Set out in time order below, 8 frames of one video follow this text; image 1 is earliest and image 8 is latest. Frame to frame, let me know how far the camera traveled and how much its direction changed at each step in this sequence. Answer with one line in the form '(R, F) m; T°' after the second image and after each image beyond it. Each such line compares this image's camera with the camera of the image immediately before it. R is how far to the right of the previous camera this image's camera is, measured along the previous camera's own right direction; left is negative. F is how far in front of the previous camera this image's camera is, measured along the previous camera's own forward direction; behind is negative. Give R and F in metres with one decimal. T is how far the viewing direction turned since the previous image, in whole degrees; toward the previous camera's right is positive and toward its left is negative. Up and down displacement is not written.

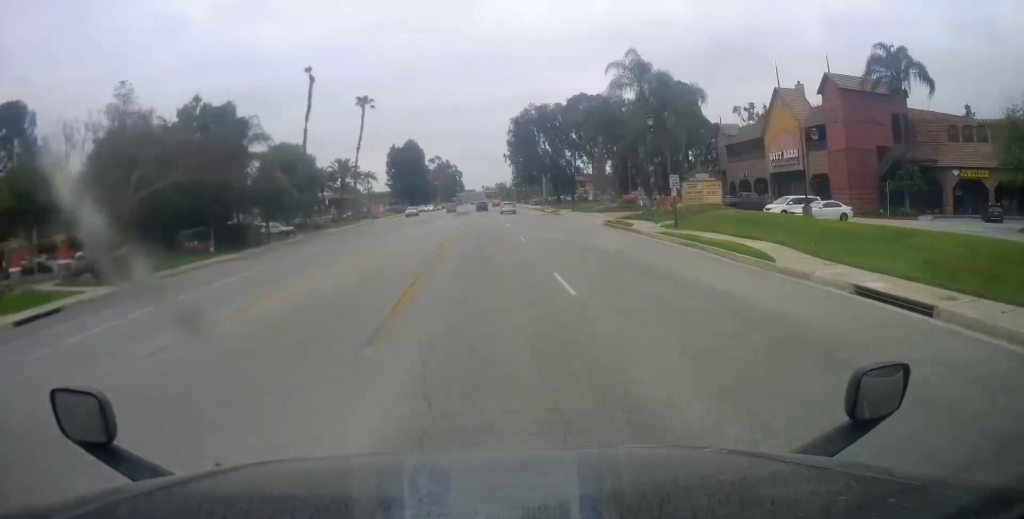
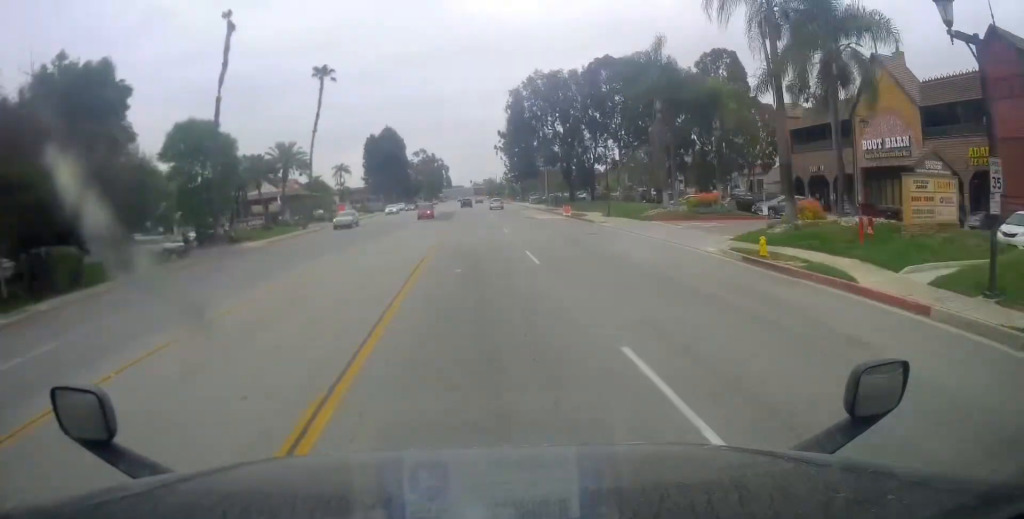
(+0.8, +22.7) m; +2°
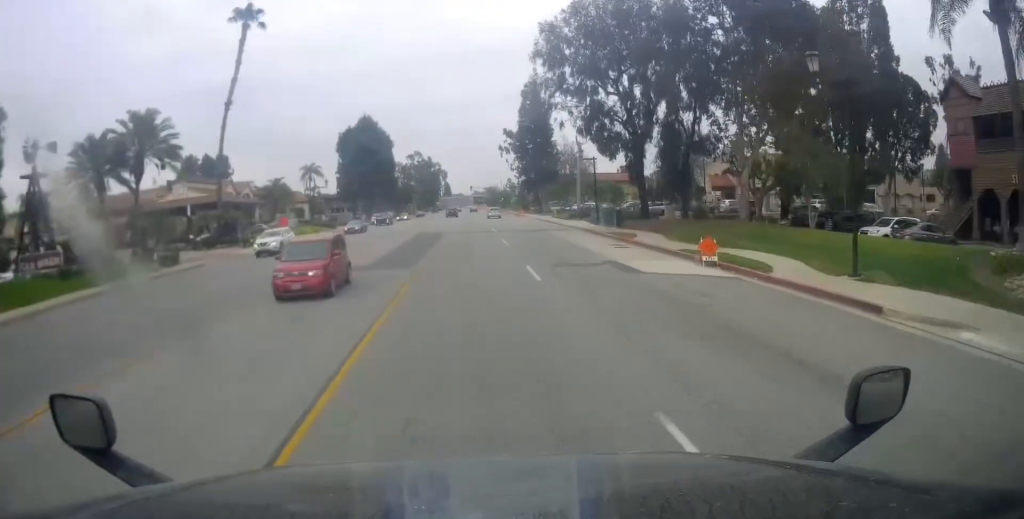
(0.0, +31.6) m; 0°
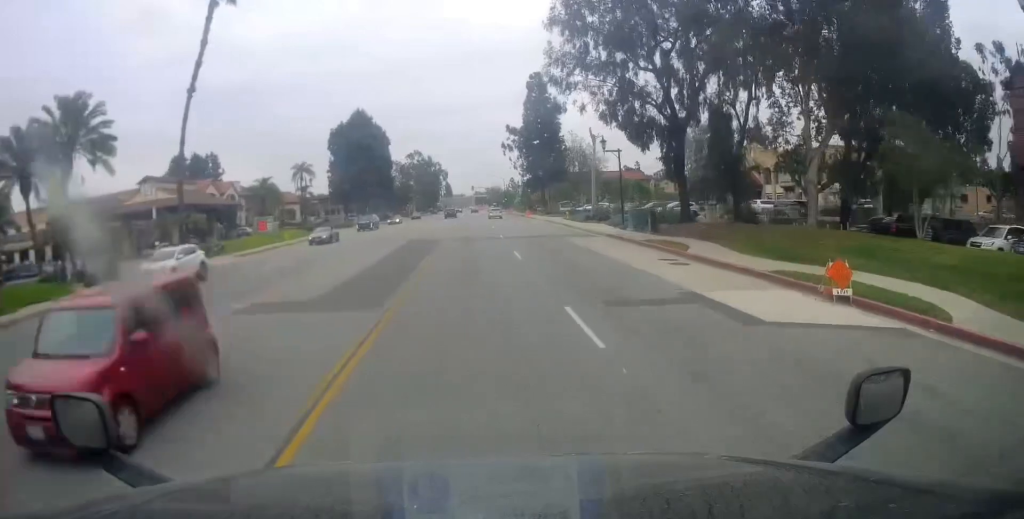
(0.0, +8.5) m; 0°
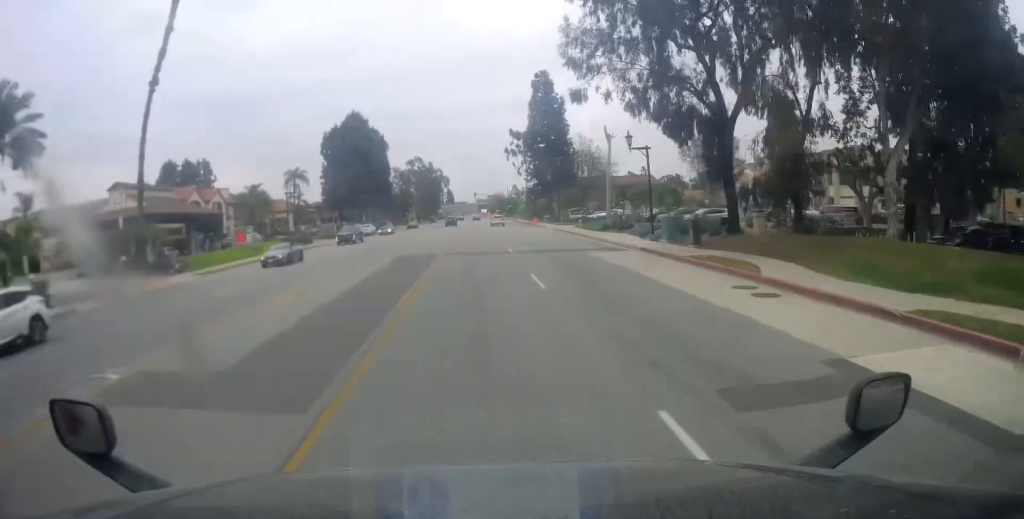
(0.0, +7.0) m; 0°
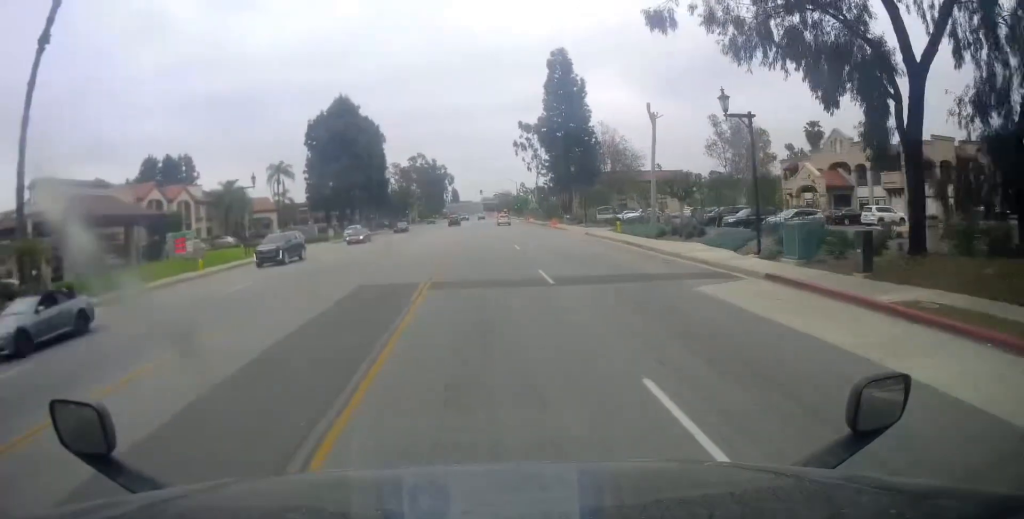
(0.0, +14.3) m; 0°
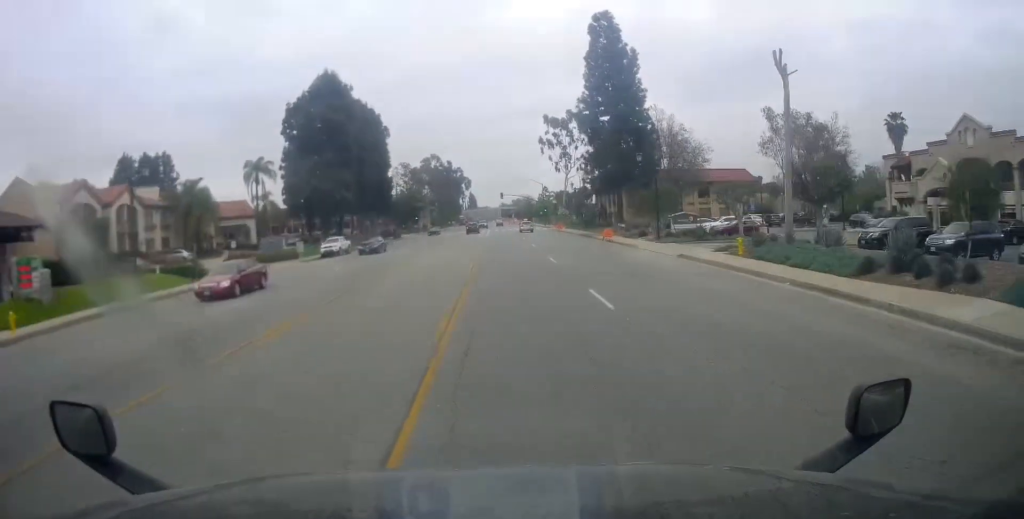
(-0.2, +20.0) m; -2°
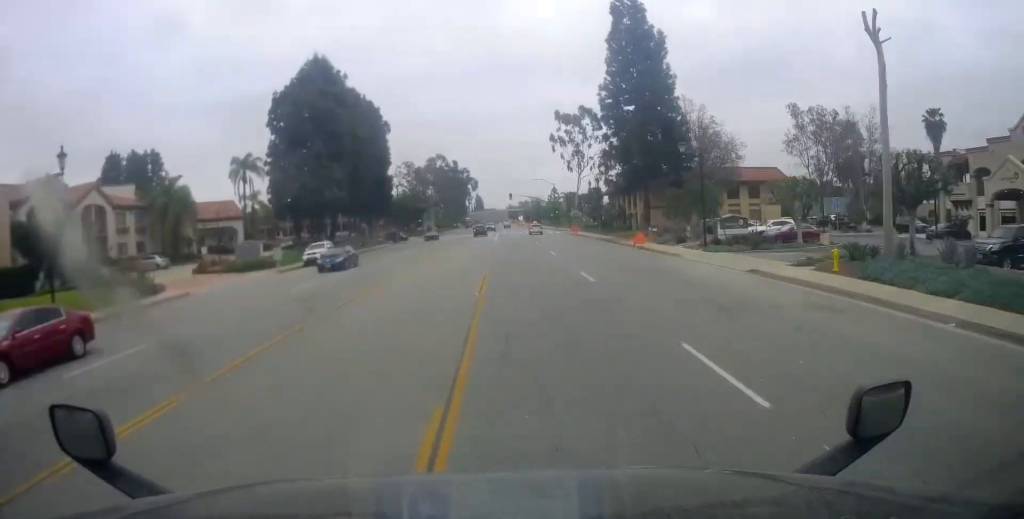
(-0.3, +8.0) m; 0°
